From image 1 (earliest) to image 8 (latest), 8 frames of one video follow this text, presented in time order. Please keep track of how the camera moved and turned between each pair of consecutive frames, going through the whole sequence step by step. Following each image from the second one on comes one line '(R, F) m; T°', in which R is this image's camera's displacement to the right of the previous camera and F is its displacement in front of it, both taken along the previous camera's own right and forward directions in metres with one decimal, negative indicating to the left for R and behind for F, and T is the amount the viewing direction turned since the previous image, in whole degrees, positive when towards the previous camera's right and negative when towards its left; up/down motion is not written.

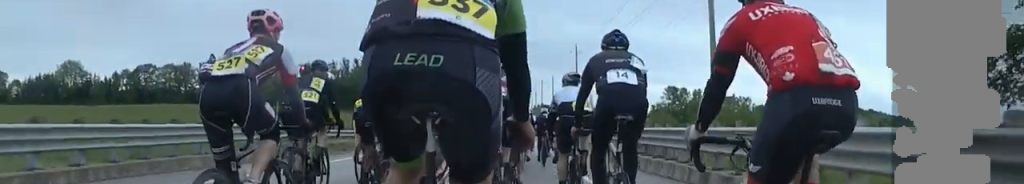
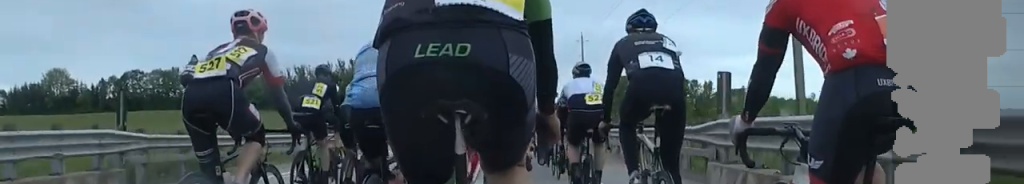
(+0.5, +5.9) m; 0°
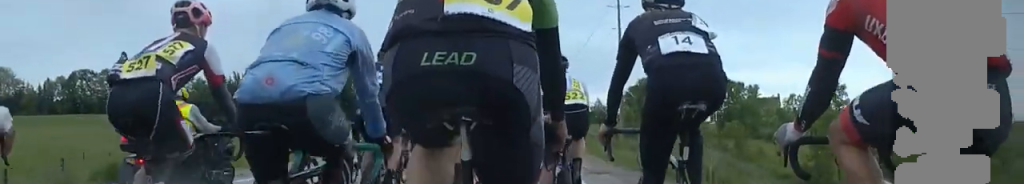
(-0.1, +21.6) m; 0°
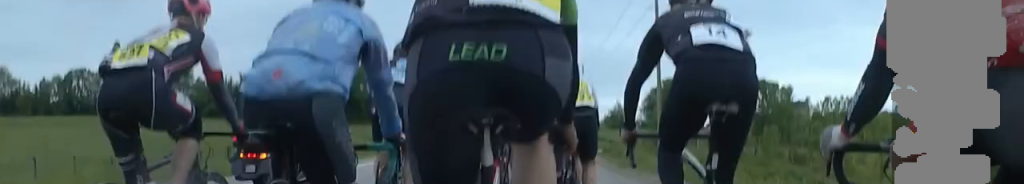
(-0.6, +7.5) m; 0°
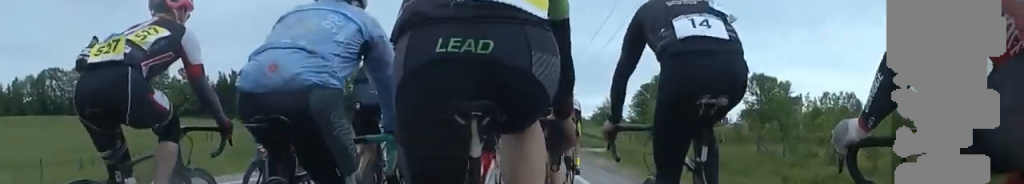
(+0.5, +4.4) m; 0°
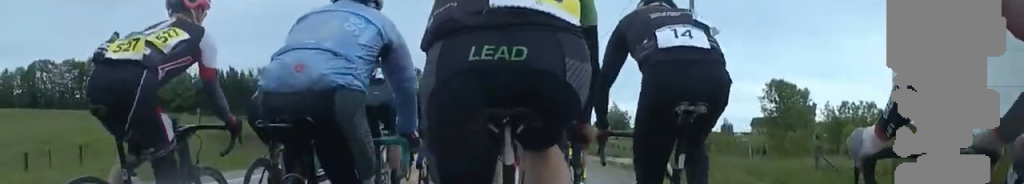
(0.0, +5.0) m; 0°
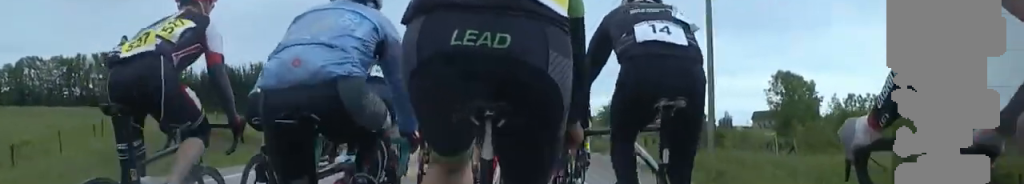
(-0.5, +2.9) m; 0°
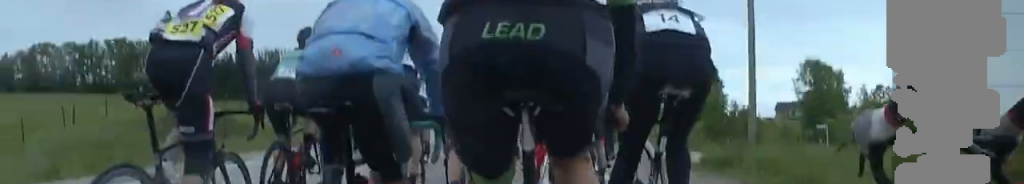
(+0.1, +2.5) m; 0°
